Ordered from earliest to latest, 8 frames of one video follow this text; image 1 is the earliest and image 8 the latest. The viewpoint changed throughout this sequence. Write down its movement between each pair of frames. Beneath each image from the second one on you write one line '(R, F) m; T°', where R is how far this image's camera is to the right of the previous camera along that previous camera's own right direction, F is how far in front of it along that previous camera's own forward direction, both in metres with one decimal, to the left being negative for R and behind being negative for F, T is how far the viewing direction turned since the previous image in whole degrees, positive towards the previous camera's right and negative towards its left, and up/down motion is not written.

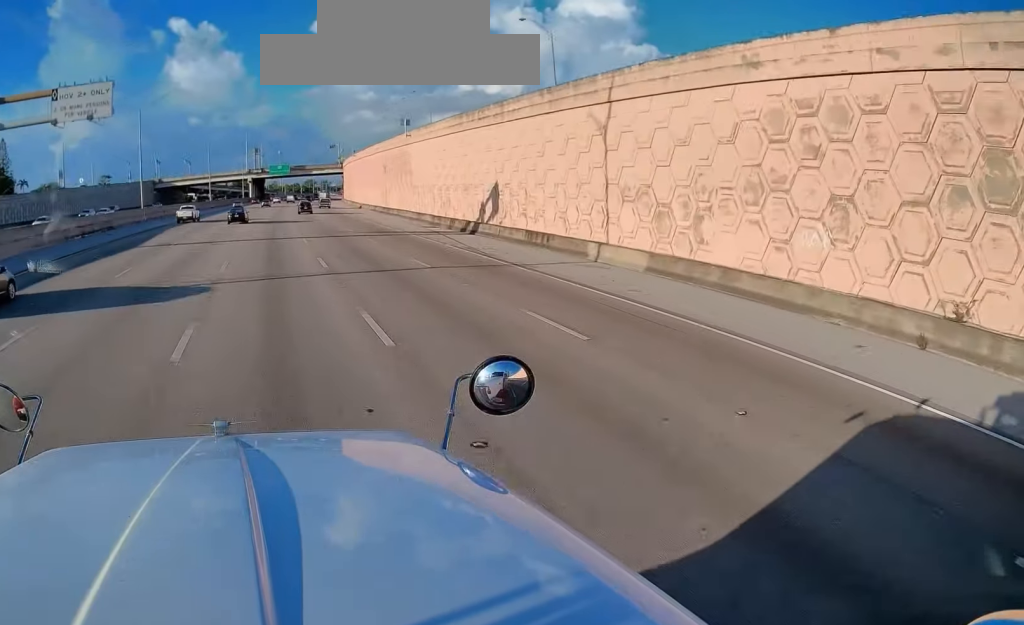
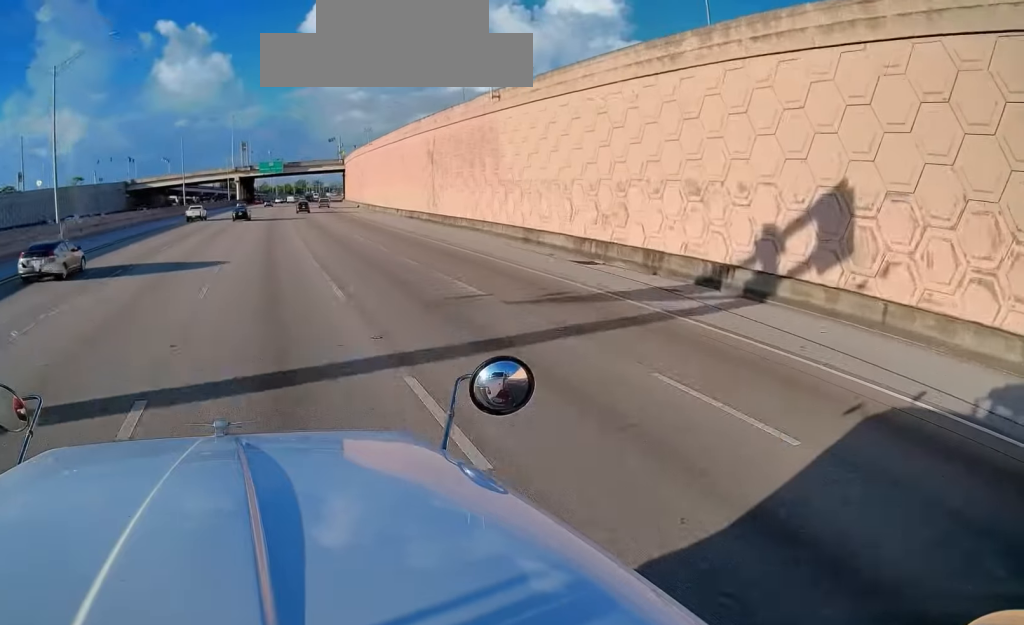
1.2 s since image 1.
(+0.1, +29.1) m; 0°
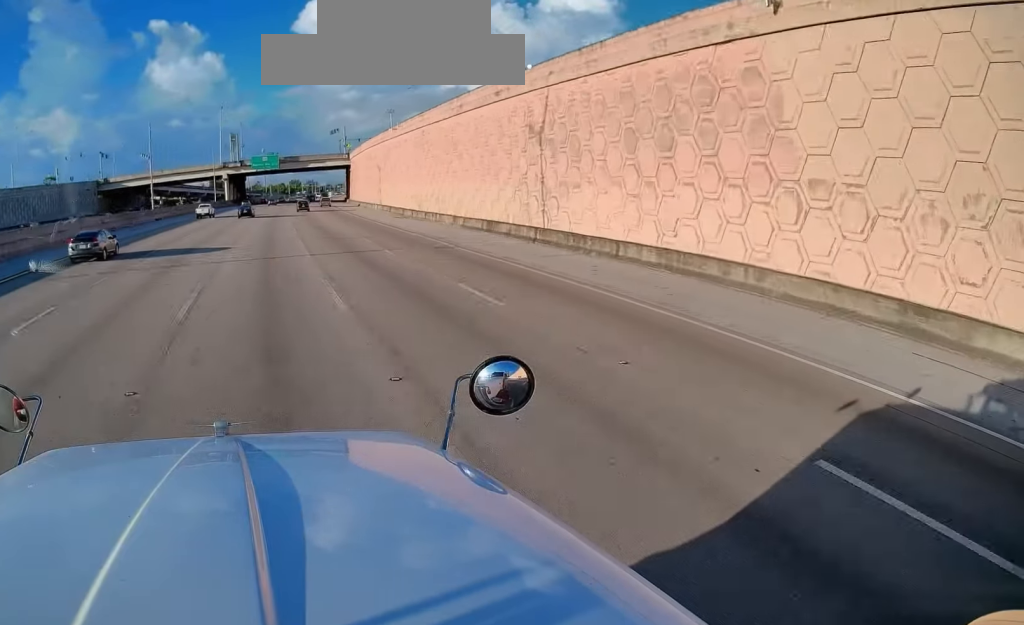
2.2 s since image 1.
(-0.1, +25.2) m; 0°
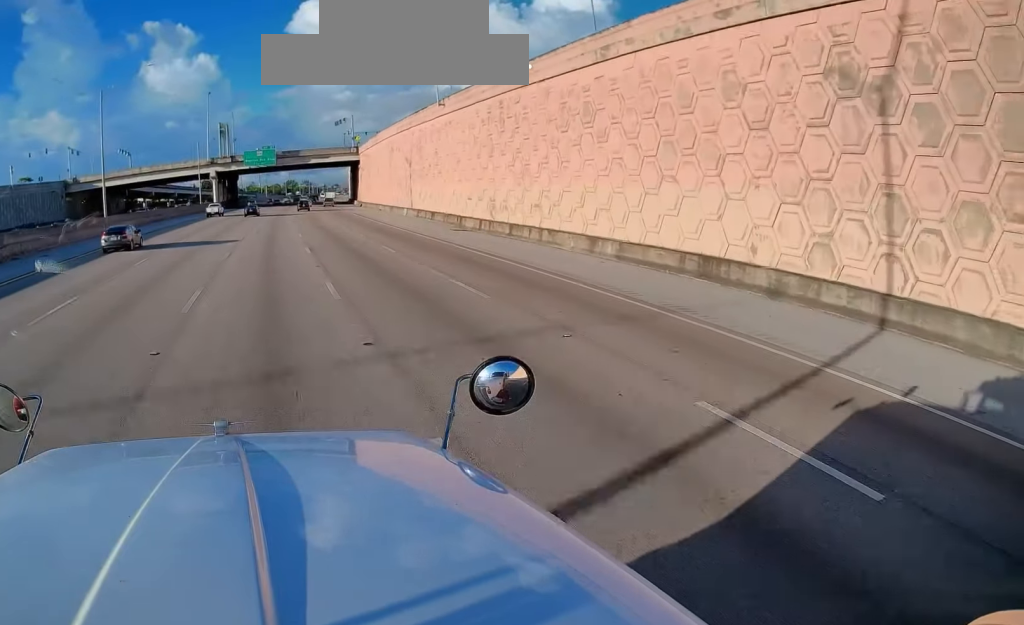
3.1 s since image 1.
(0.0, +22.8) m; +1°
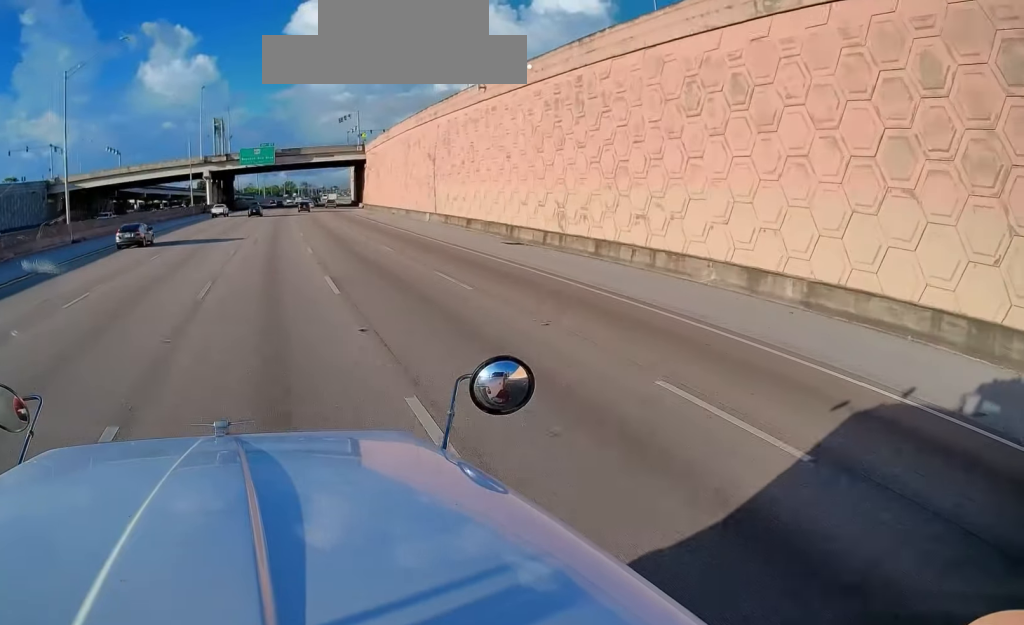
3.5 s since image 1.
(+0.2, +10.9) m; 0°
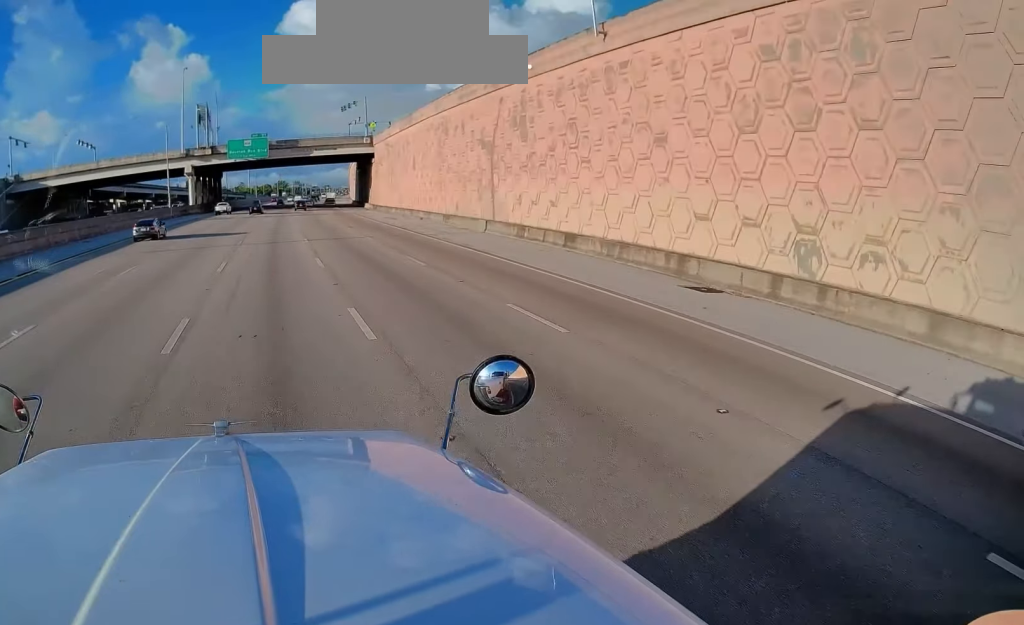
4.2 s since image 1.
(+0.1, +17.7) m; +1°
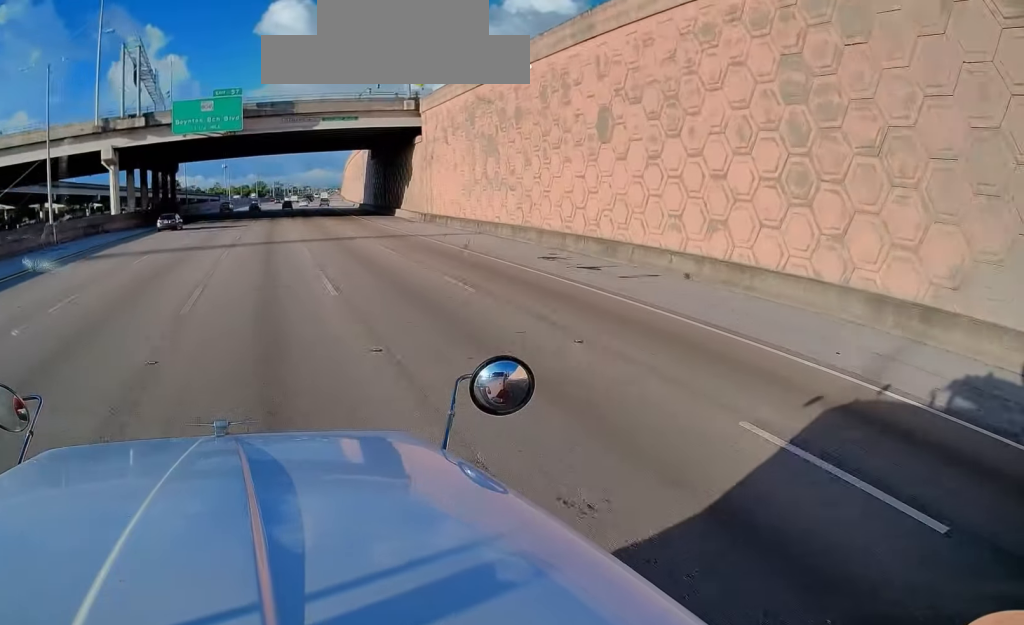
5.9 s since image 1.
(+1.0, +43.7) m; +3°
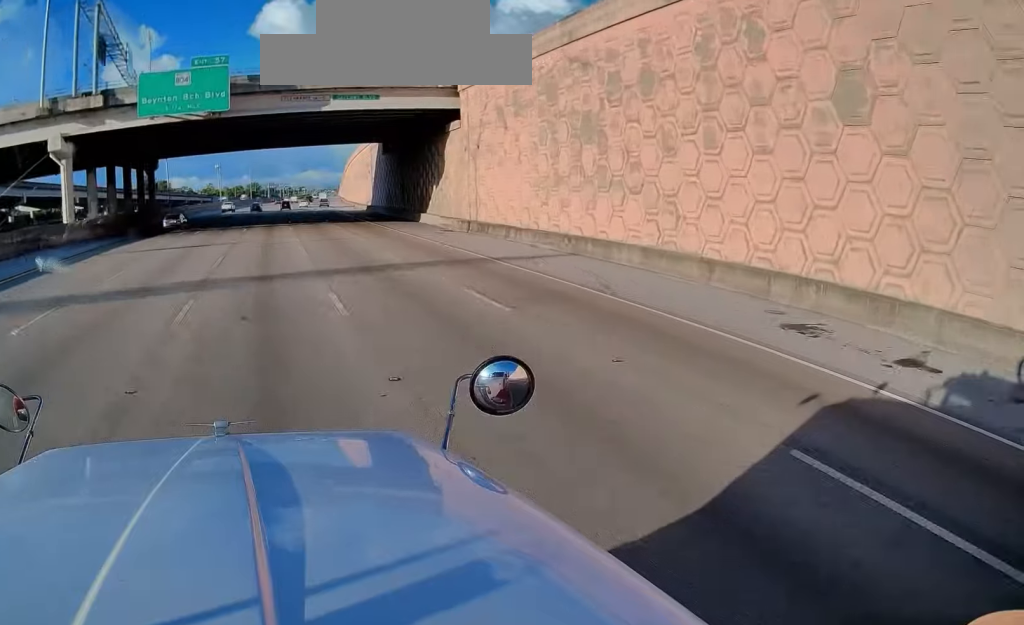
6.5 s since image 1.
(+0.1, +14.2) m; 0°
